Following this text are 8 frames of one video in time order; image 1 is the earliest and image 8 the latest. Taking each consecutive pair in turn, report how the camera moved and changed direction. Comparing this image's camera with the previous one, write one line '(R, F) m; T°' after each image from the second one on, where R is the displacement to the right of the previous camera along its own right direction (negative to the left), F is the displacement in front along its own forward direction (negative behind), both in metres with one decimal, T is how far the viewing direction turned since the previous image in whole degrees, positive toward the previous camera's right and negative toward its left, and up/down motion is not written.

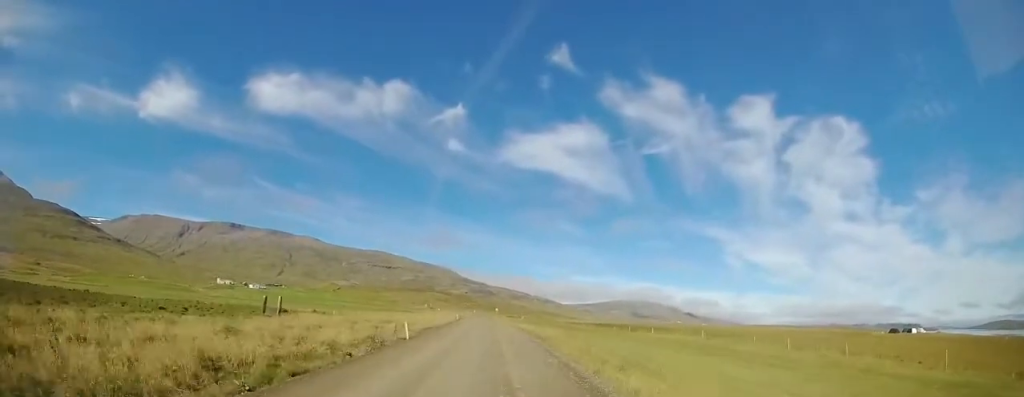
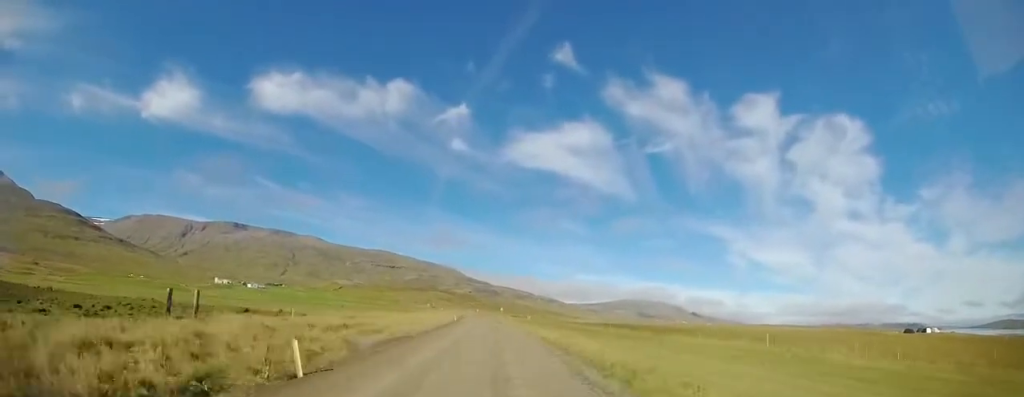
(-0.1, +11.3) m; 0°
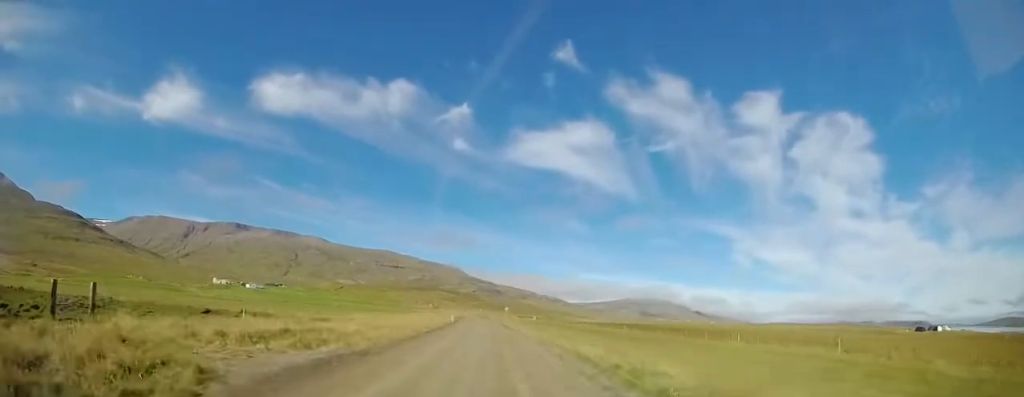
(-0.2, +8.4) m; 0°
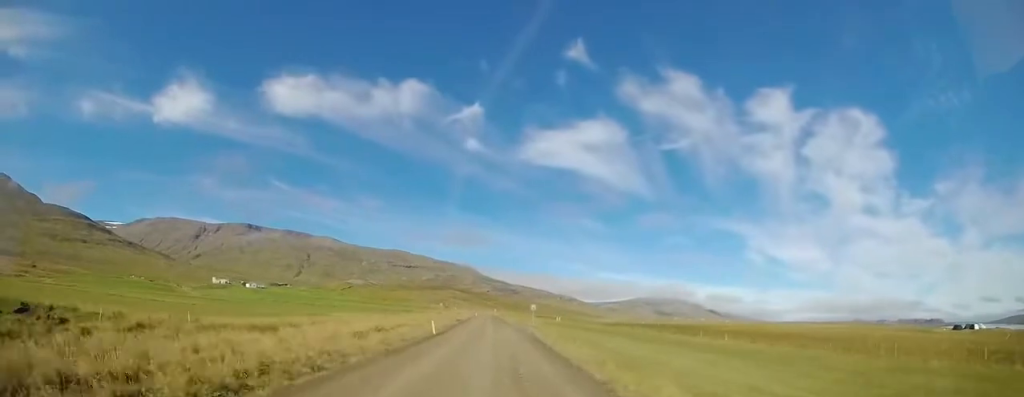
(0.0, +24.3) m; -2°
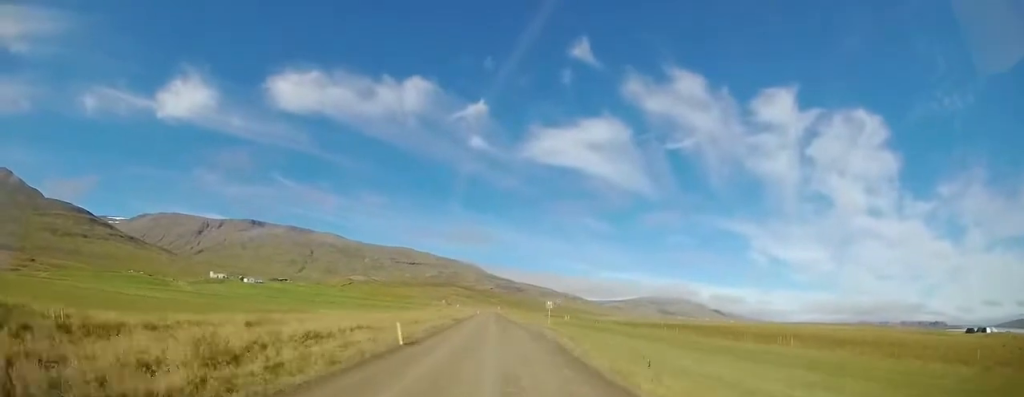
(-0.4, +9.7) m; -1°
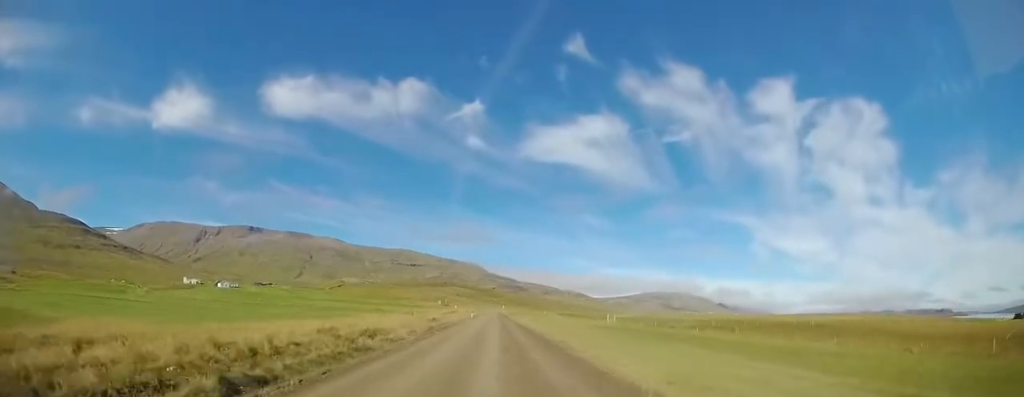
(+0.3, +44.6) m; 0°
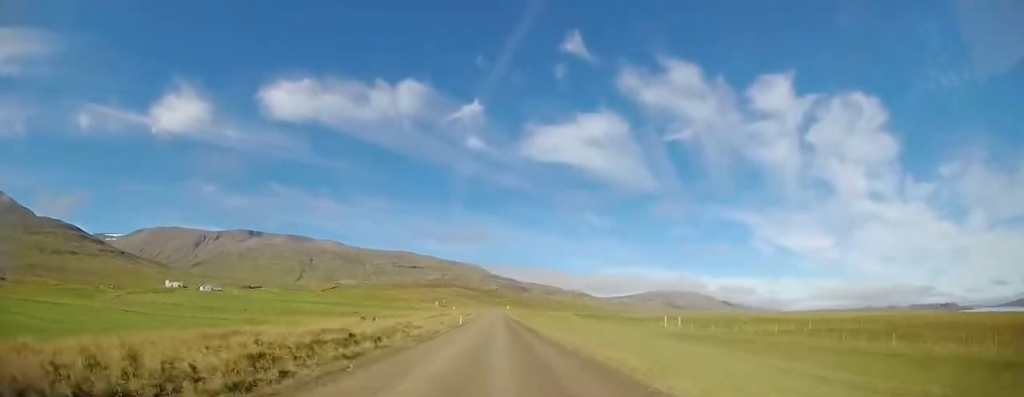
(+0.1, +27.3) m; 0°
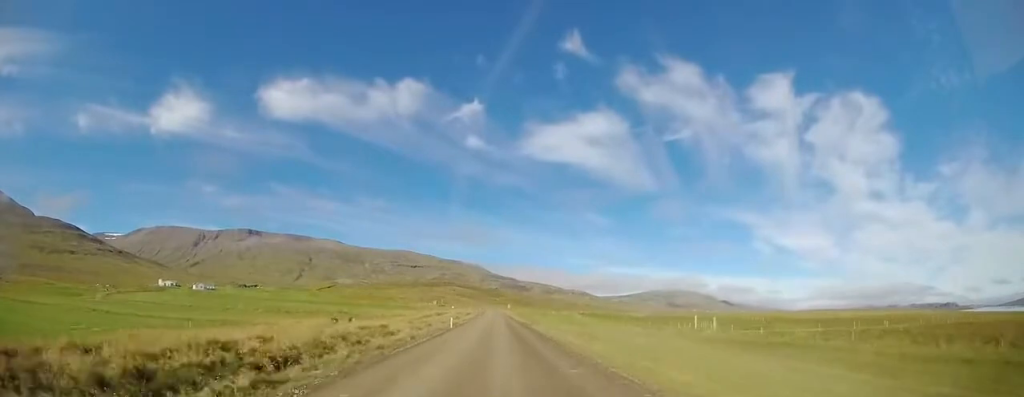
(-0.1, +8.8) m; 0°
